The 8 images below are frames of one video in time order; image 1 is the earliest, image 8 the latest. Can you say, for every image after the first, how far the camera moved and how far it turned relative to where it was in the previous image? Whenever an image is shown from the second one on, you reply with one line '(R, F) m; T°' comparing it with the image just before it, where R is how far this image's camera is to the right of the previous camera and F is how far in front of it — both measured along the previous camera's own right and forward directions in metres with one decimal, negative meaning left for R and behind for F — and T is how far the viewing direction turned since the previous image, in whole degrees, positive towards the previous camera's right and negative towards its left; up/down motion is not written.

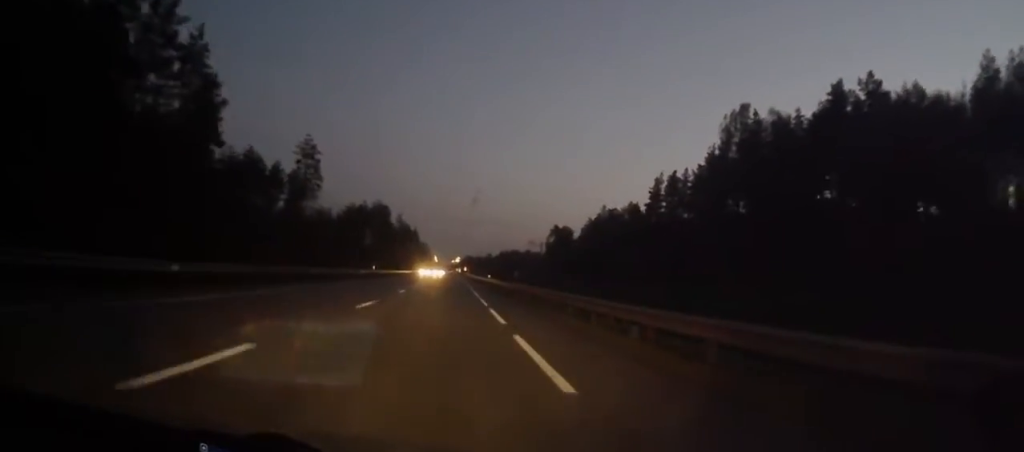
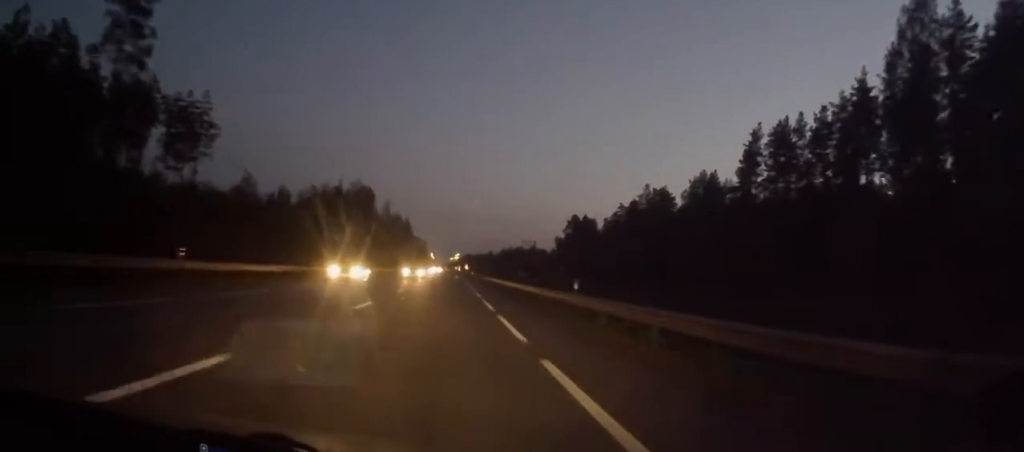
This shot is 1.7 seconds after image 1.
(+0.1, +49.4) m; 0°
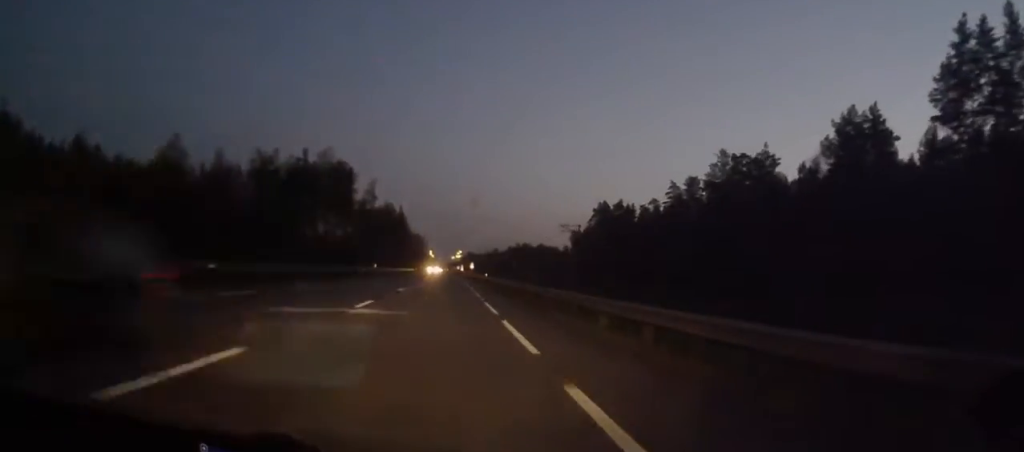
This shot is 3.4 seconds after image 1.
(+0.2, +47.6) m; 0°
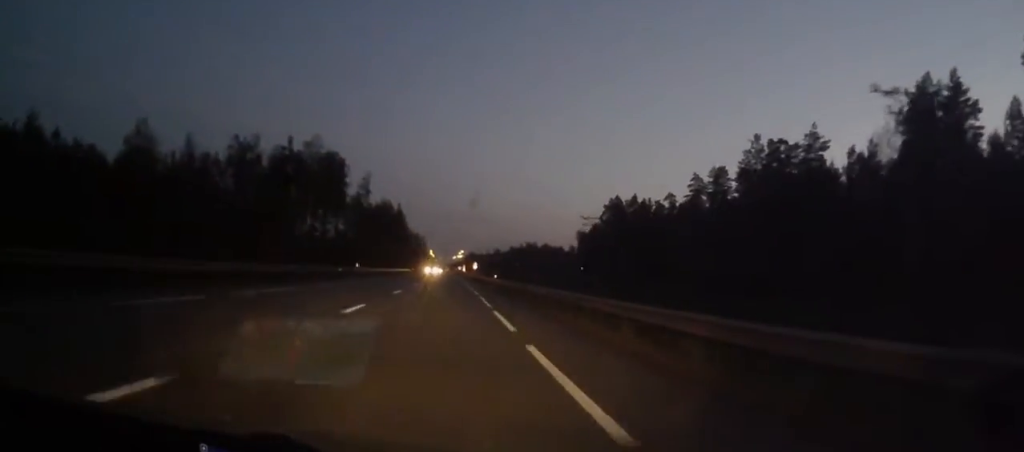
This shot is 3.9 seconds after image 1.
(-0.1, +14.3) m; 0°
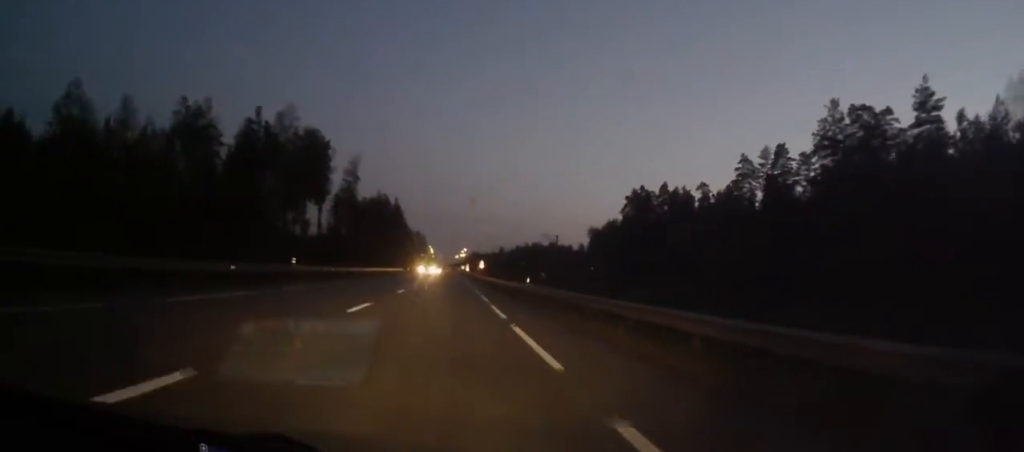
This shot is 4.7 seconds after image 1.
(-0.1, +23.8) m; 0°
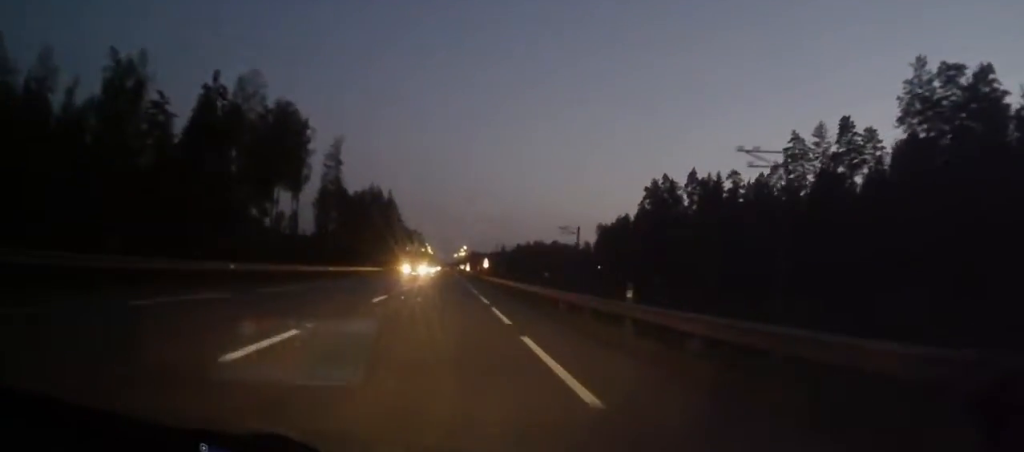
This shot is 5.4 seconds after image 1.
(0.0, +20.0) m; 0°
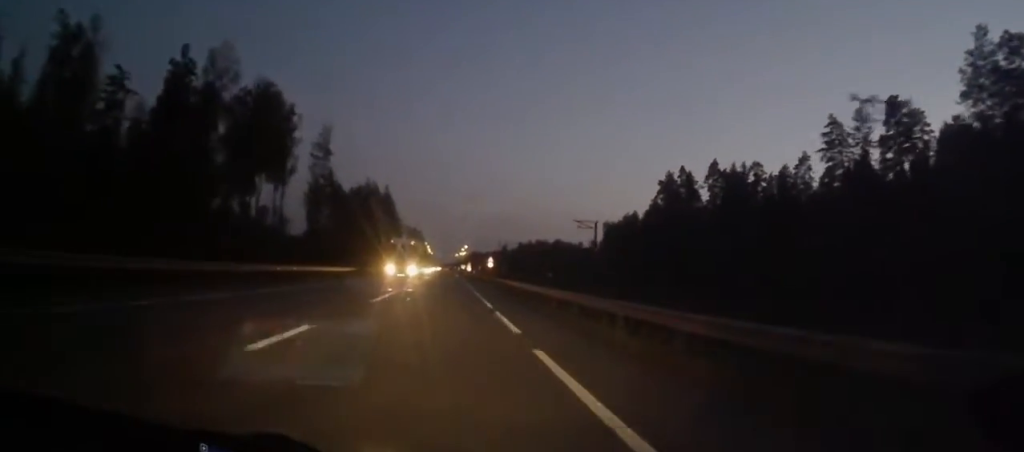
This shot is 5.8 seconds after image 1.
(+0.1, +11.4) m; 0°
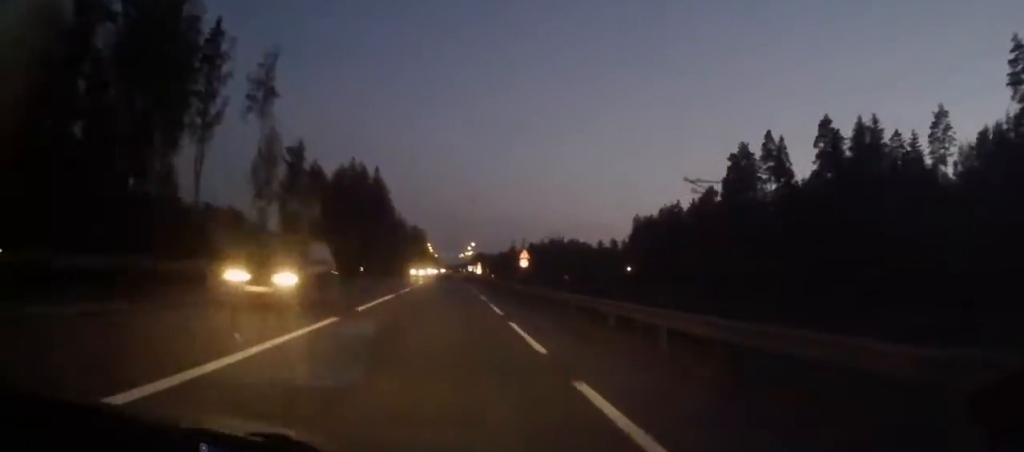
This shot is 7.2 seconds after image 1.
(-0.4, +39.0) m; -1°
